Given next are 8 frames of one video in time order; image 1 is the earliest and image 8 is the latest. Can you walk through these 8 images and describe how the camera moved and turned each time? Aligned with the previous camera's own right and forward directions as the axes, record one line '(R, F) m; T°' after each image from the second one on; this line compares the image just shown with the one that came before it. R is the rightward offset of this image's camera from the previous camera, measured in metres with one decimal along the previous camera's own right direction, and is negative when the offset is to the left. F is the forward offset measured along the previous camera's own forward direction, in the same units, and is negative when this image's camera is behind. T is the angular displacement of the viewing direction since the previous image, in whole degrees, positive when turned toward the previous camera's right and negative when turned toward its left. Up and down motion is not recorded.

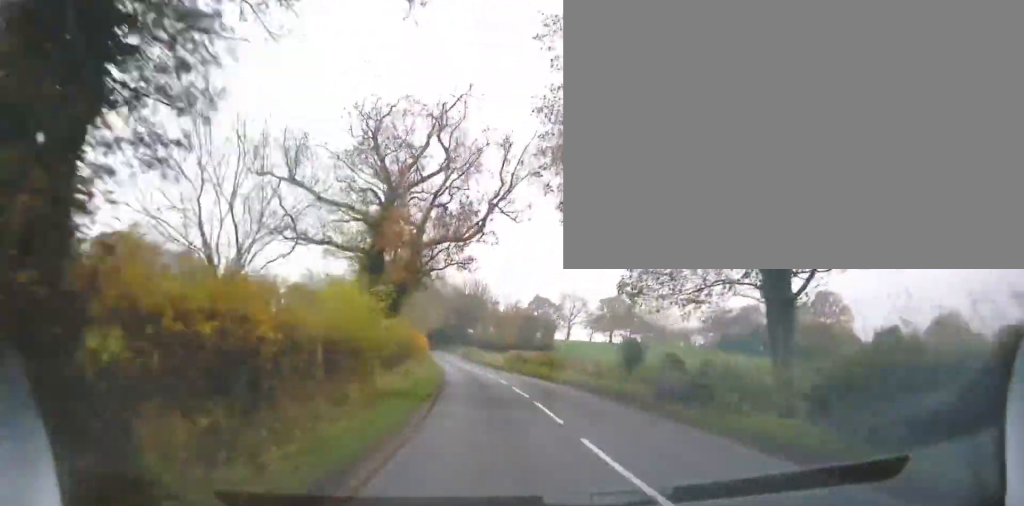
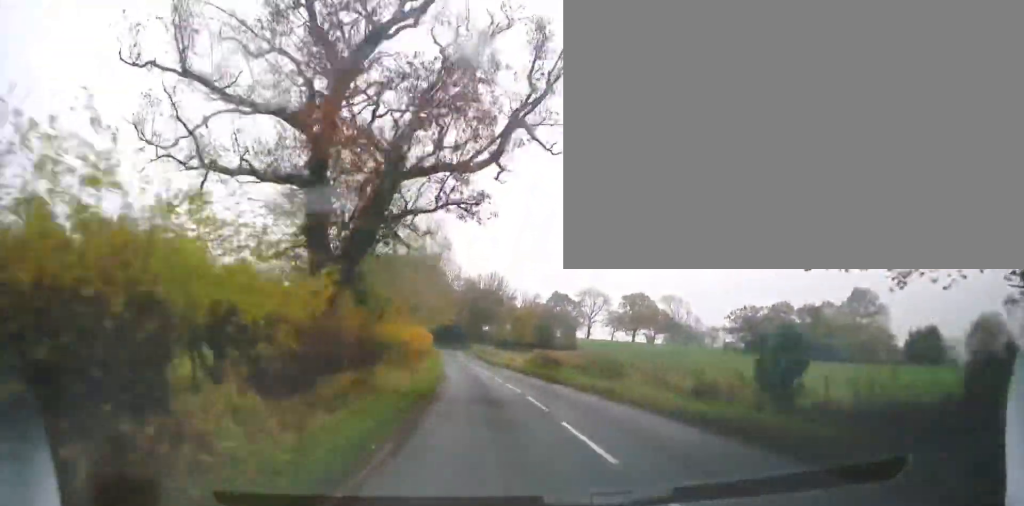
(-0.1, +10.2) m; -2°
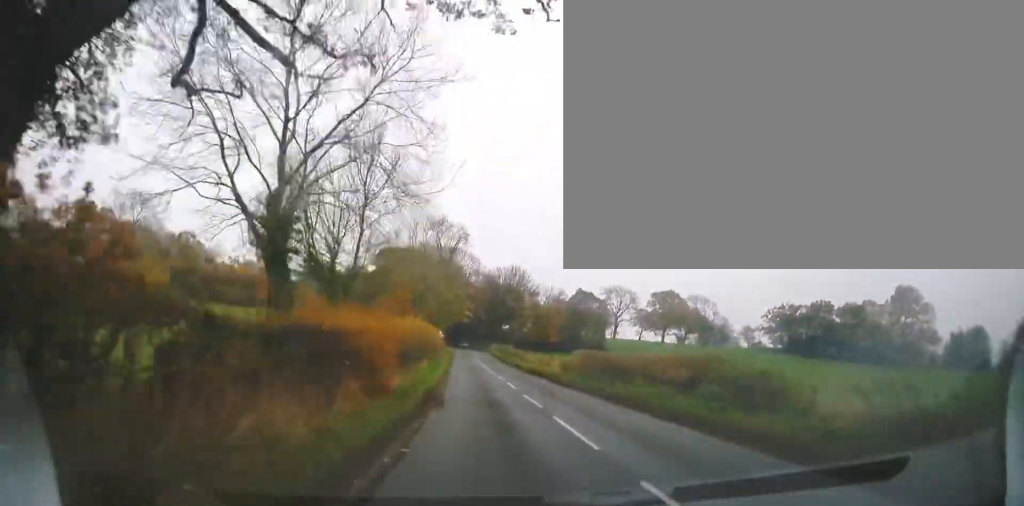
(-0.2, +11.1) m; -2°
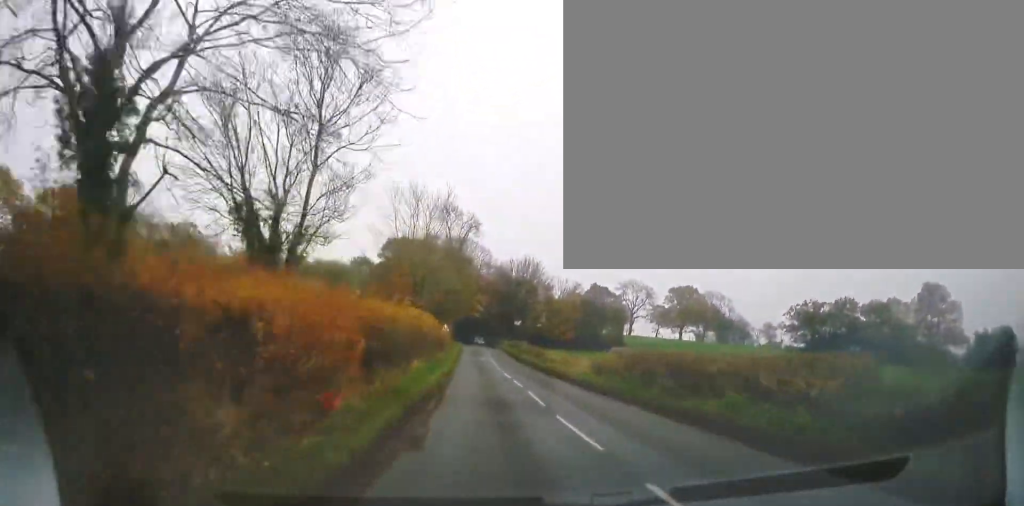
(-0.1, +6.5) m; -1°
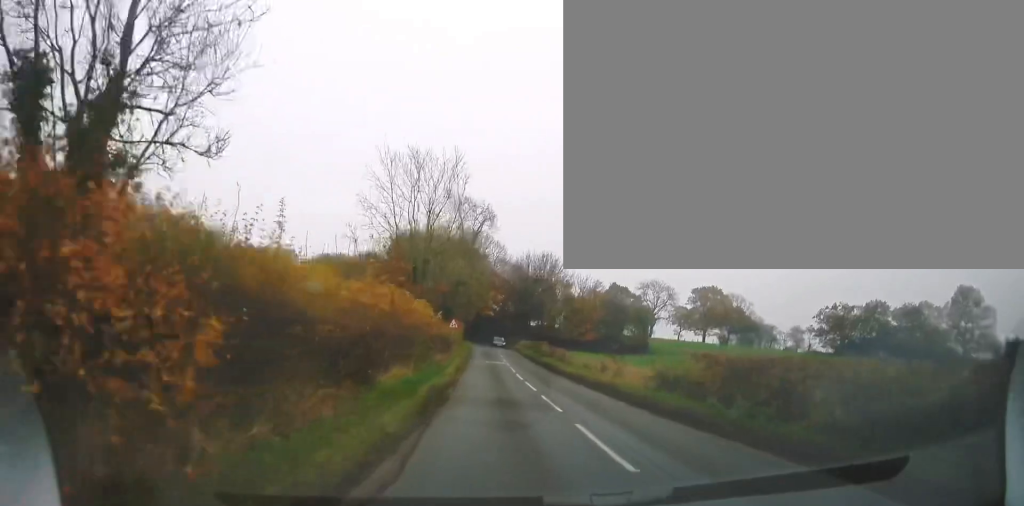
(-0.1, +7.6) m; -1°
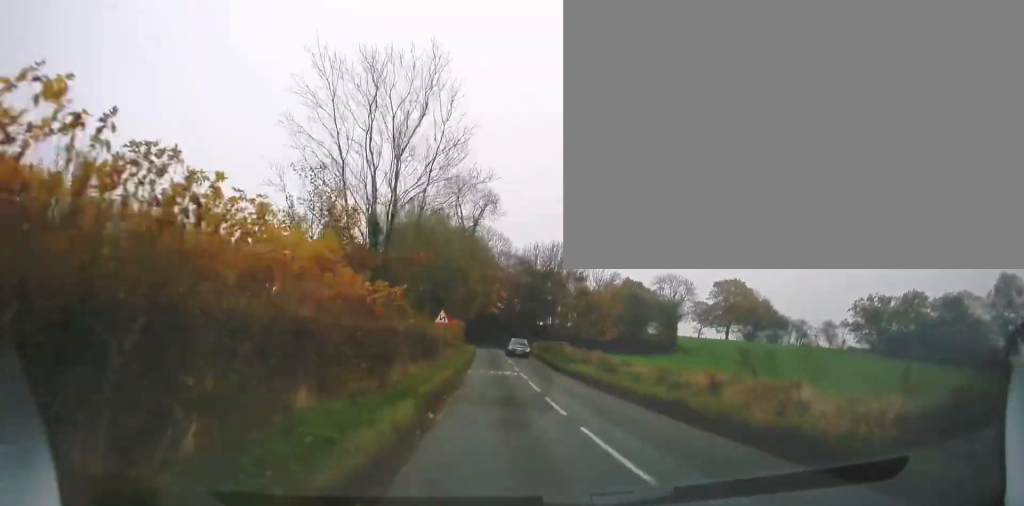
(0.0, +12.9) m; 0°
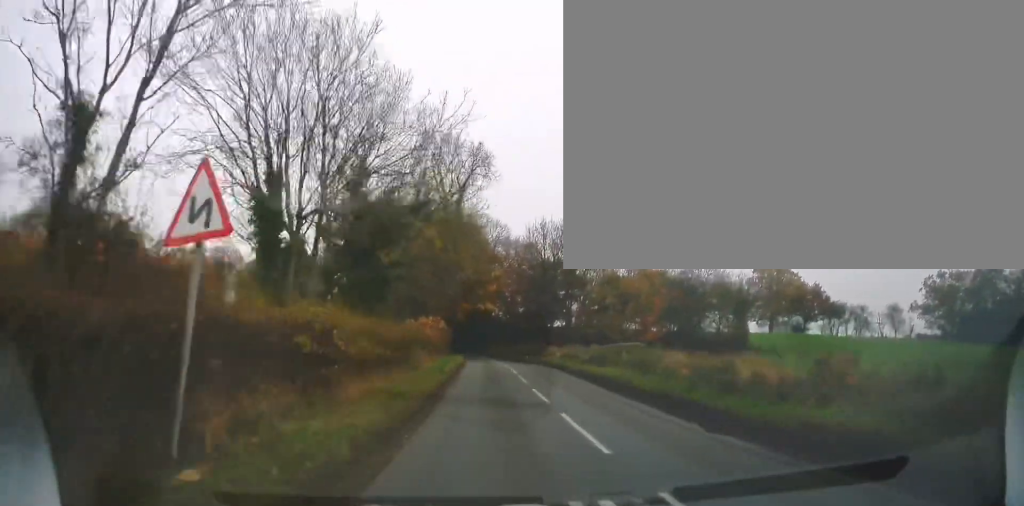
(-0.6, +23.4) m; -2°
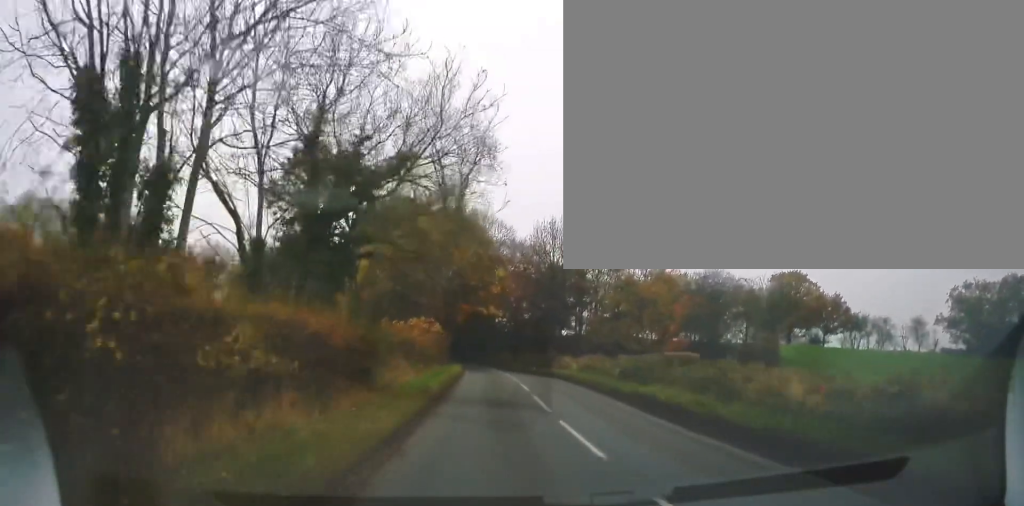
(+0.1, +6.0) m; 0°
